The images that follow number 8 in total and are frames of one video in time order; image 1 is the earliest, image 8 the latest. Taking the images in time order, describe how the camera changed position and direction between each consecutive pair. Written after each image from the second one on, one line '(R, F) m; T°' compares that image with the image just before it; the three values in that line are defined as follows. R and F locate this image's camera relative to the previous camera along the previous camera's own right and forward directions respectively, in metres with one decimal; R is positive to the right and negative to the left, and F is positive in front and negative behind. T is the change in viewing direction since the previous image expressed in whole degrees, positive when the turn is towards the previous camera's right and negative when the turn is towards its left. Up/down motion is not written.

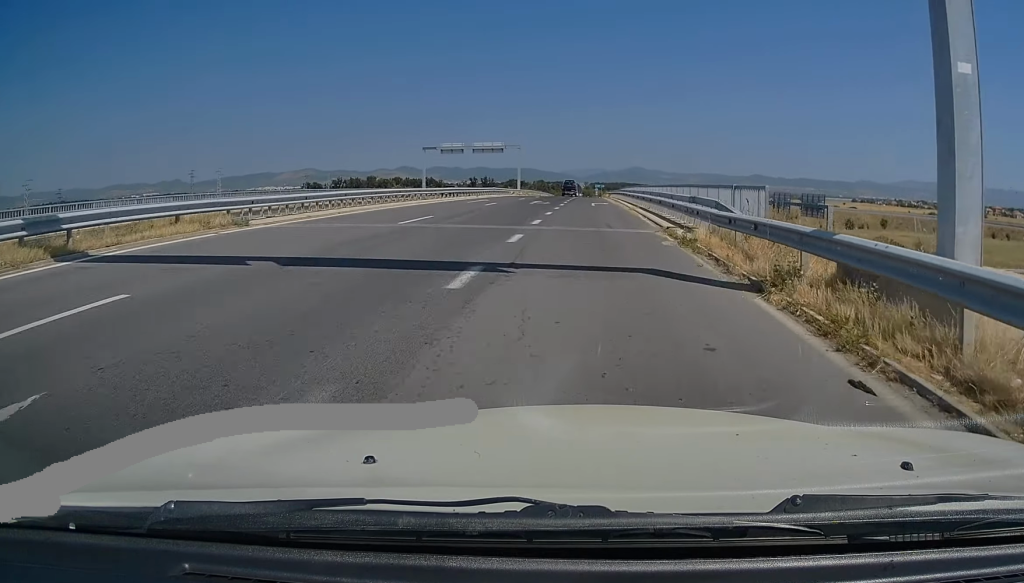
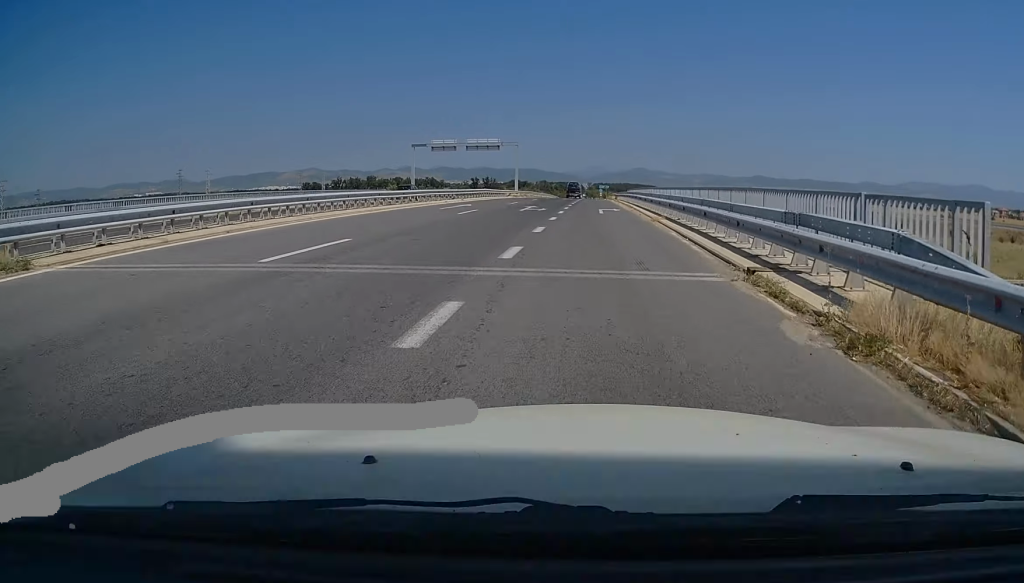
(+0.2, +9.0) m; +1°
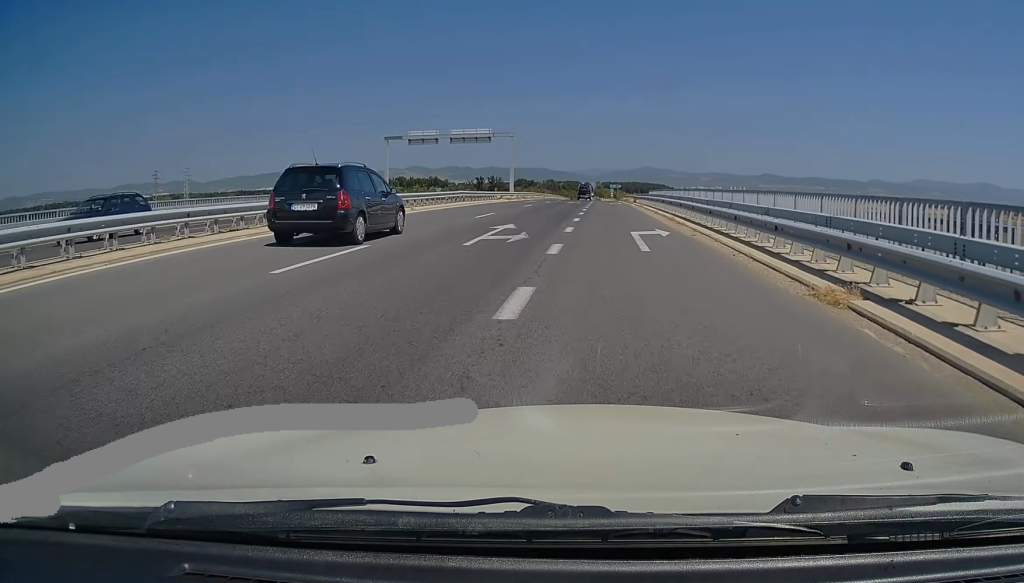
(-0.2, +16.7) m; -2°
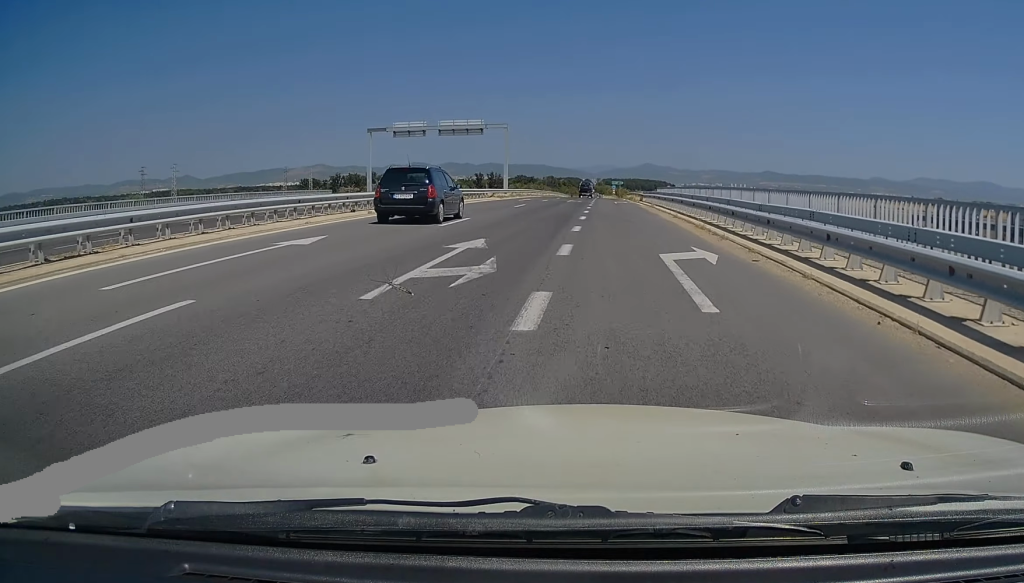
(-0.1, +6.2) m; 0°
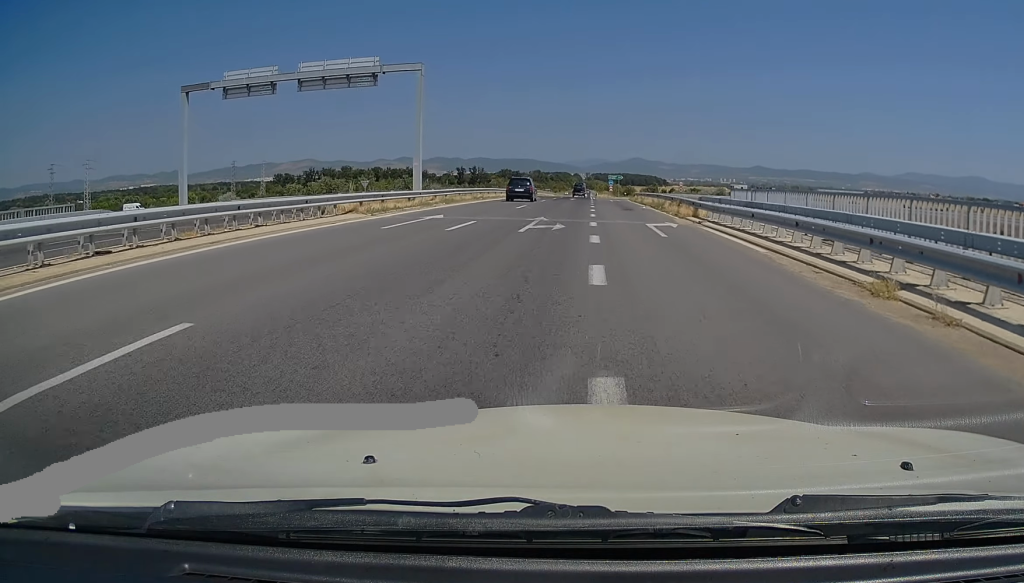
(+0.3, +32.2) m; +1°
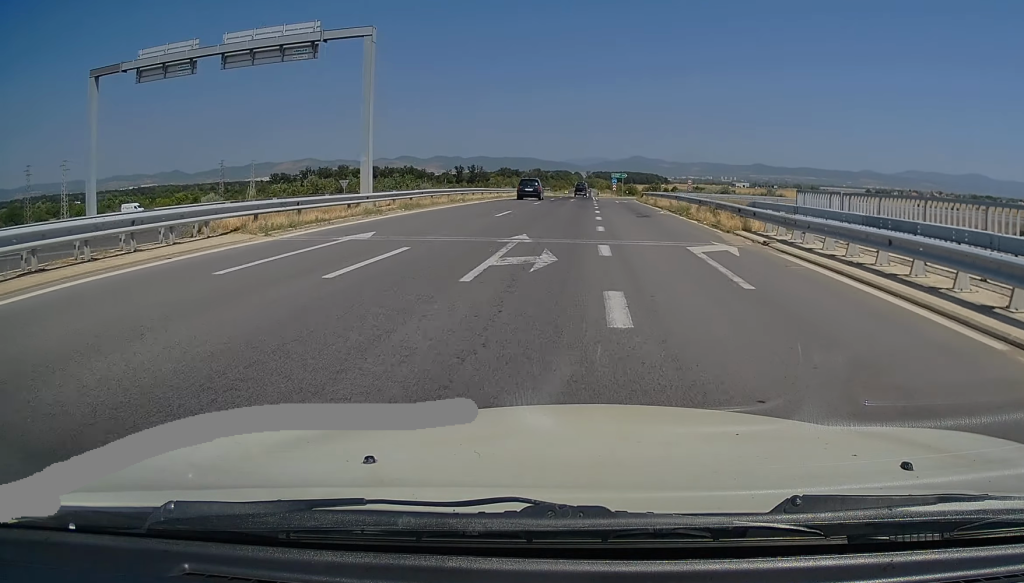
(0.0, +8.4) m; 0°
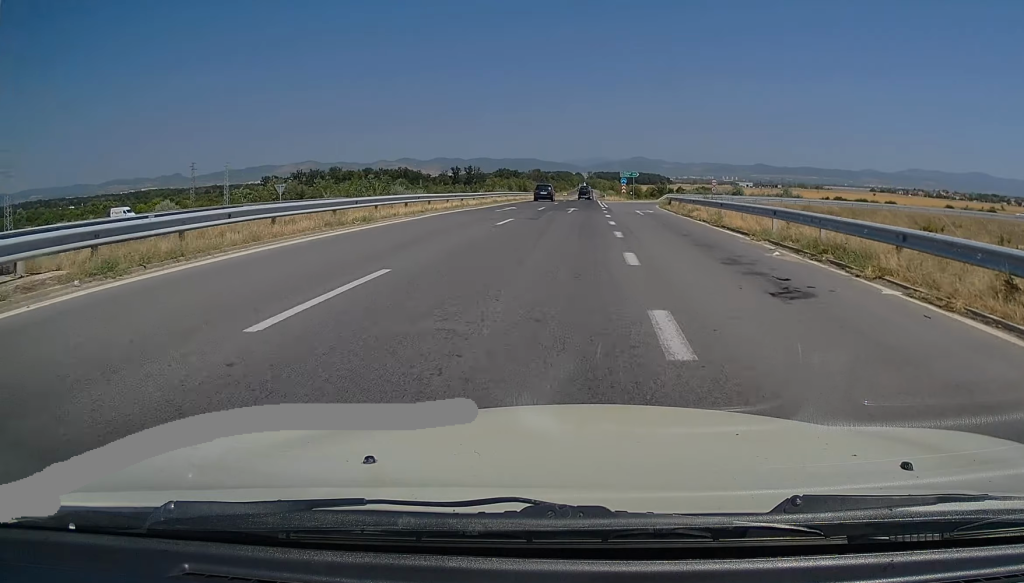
(-0.1, +18.5) m; 0°
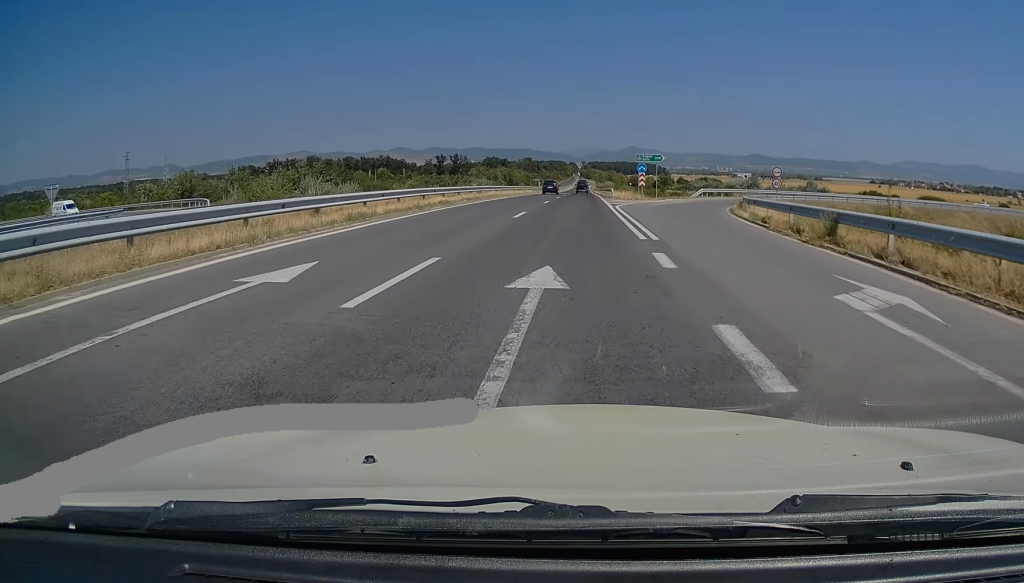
(+0.3, +30.3) m; +1°
